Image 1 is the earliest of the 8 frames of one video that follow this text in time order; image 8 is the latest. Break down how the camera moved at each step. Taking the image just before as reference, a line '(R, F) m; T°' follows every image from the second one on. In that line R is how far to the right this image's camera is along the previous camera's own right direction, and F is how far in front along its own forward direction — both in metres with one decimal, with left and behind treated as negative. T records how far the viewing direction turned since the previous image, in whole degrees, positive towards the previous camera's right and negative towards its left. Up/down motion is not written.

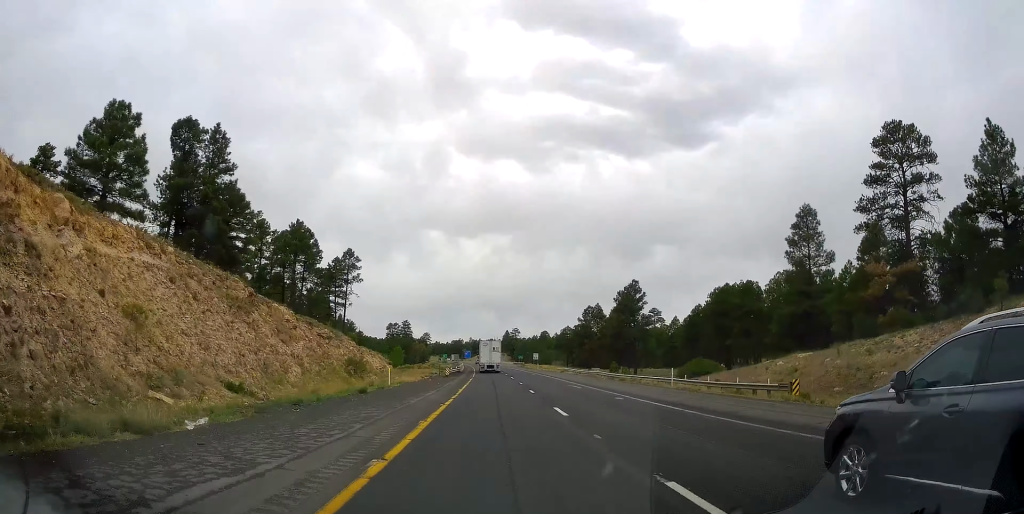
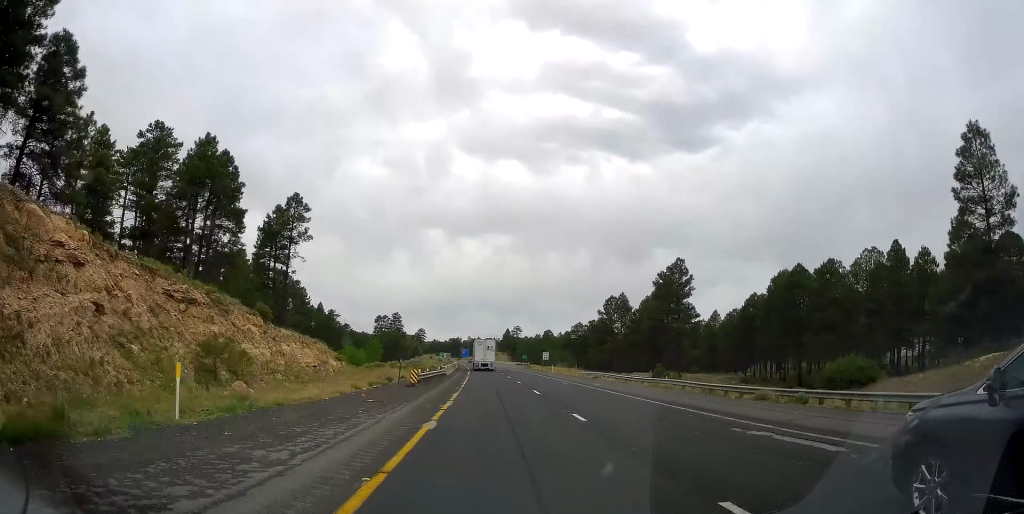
(+0.7, +26.4) m; +1°
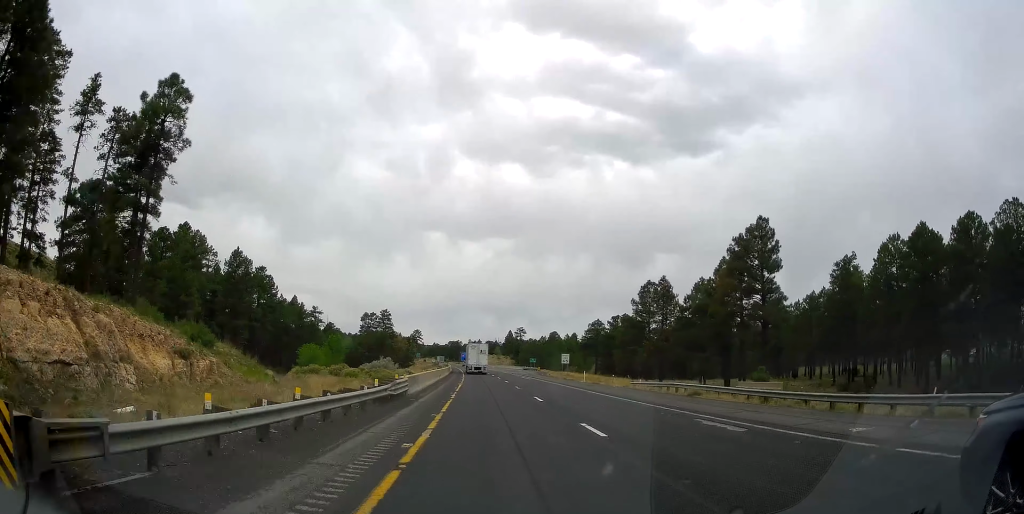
(-0.5, +27.4) m; -2°
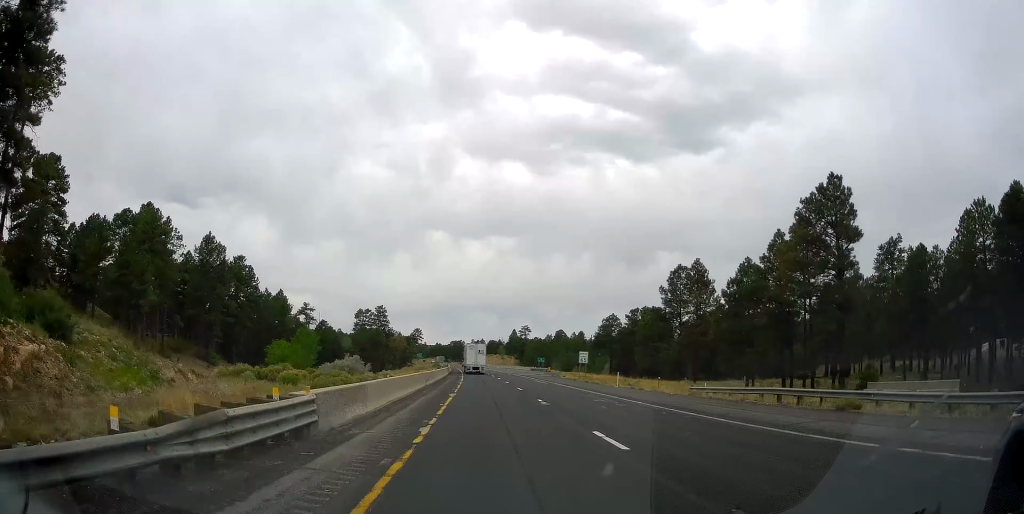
(-0.1, +14.2) m; 0°
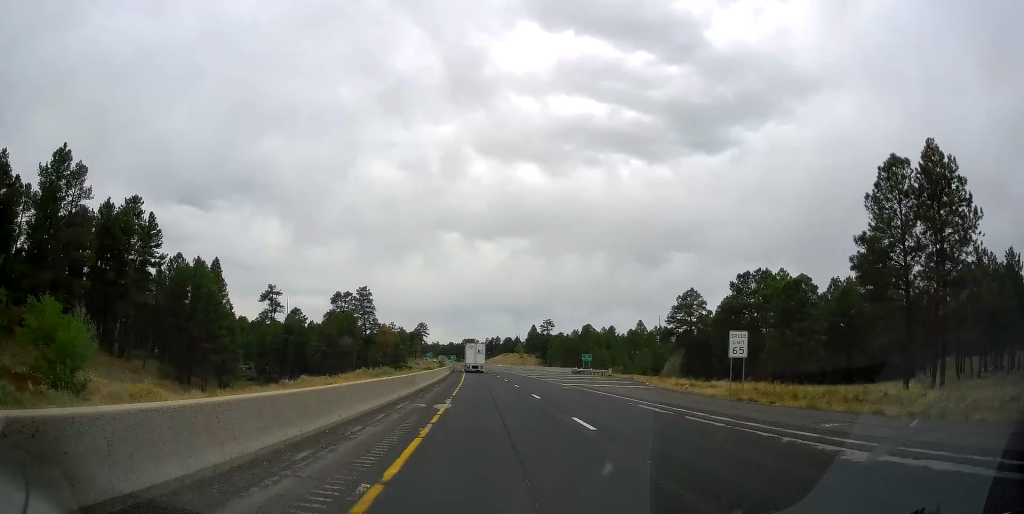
(-0.3, +45.4) m; +1°
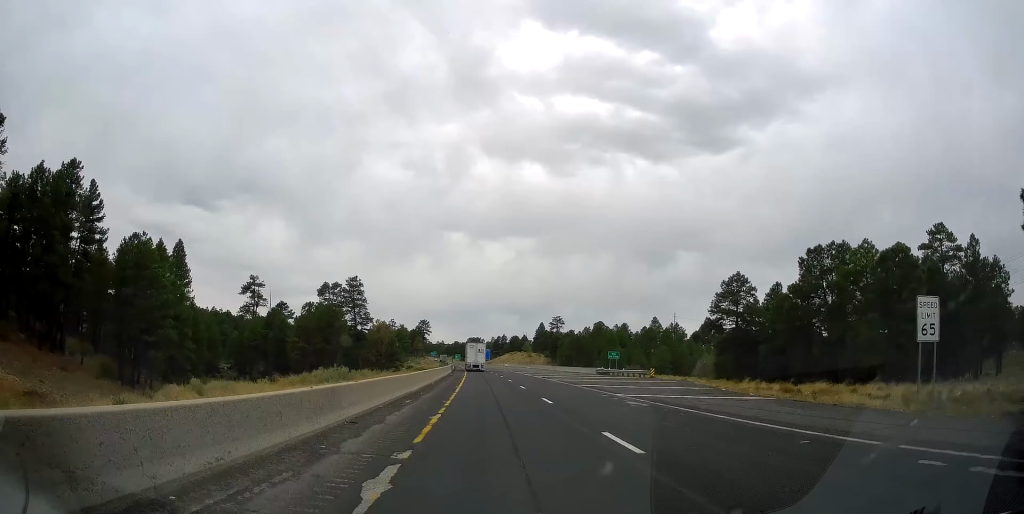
(+0.4, +16.1) m; 0°
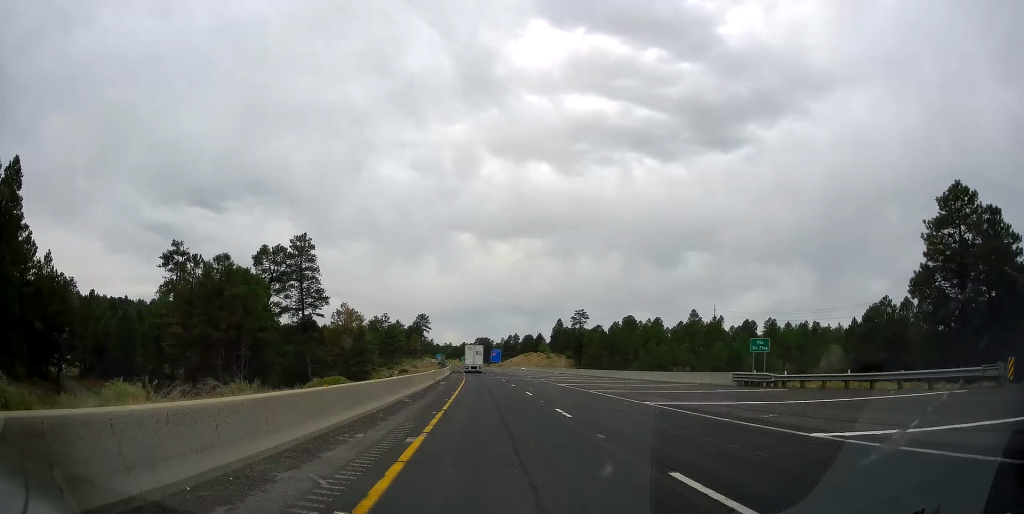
(-0.4, +41.3) m; -1°
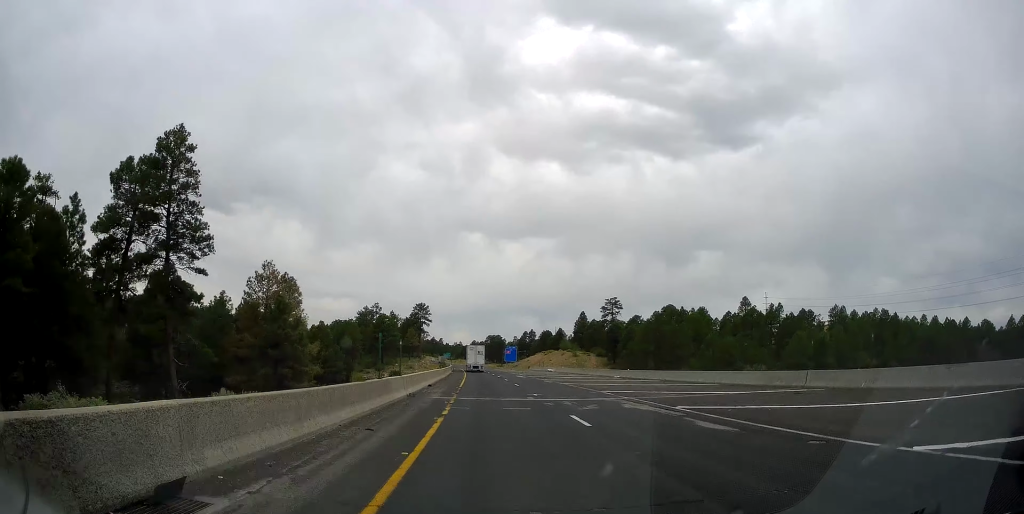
(-0.5, +39.2) m; -2°
